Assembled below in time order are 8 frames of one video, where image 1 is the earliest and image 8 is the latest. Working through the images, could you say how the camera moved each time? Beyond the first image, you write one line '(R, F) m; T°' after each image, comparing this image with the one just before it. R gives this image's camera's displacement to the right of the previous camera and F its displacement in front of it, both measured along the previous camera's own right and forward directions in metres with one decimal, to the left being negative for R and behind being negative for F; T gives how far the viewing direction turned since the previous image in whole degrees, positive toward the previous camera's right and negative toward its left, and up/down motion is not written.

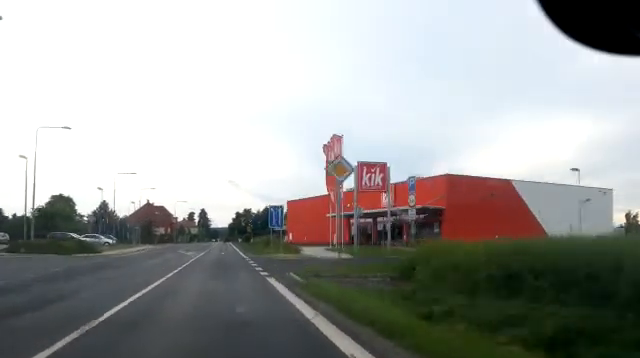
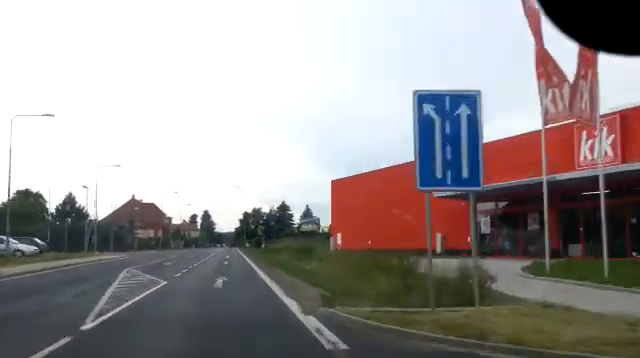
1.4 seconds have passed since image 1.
(-0.1, +27.1) m; +1°
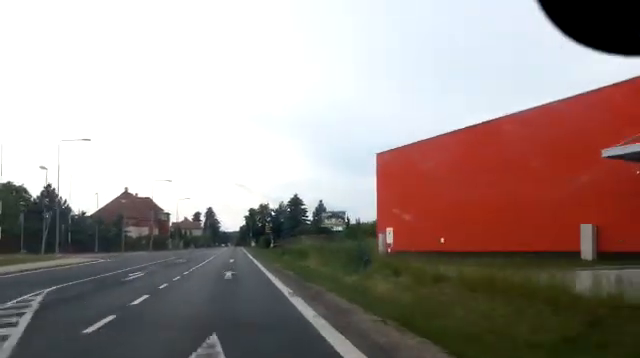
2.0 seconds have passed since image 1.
(+0.1, +11.8) m; 0°
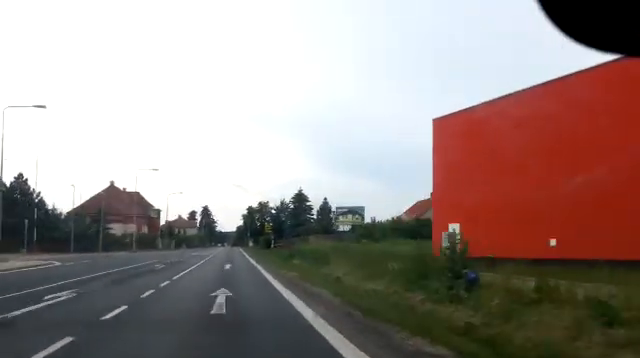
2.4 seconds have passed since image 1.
(0.0, +8.4) m; 0°
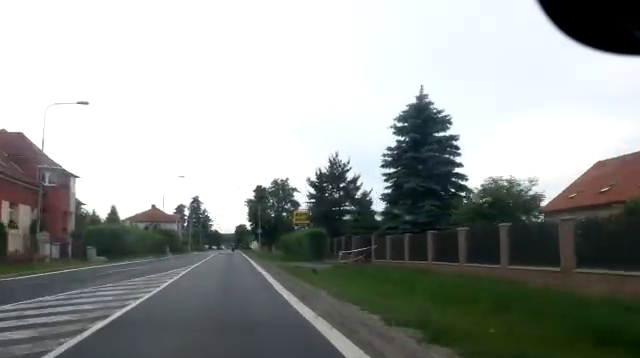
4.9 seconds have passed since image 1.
(+0.2, +47.9) m; 0°
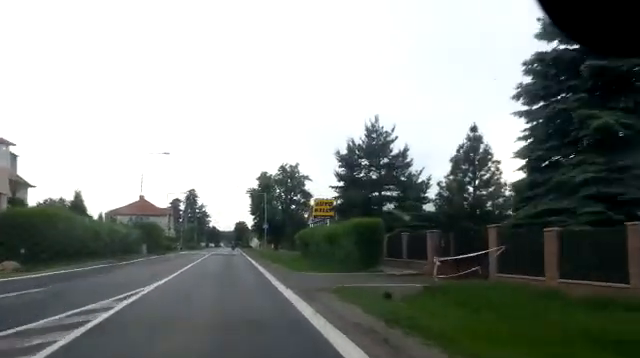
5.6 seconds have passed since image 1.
(-0.1, +12.3) m; -1°
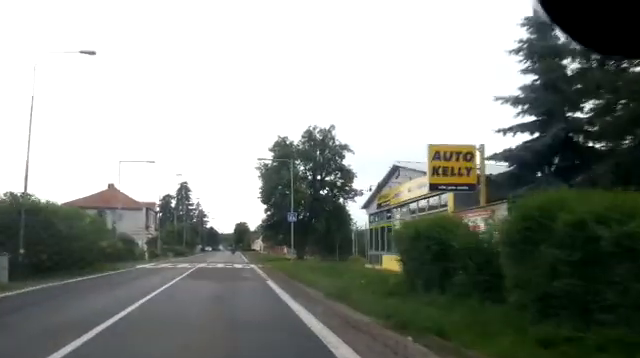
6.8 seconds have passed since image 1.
(-0.1, +22.6) m; 0°
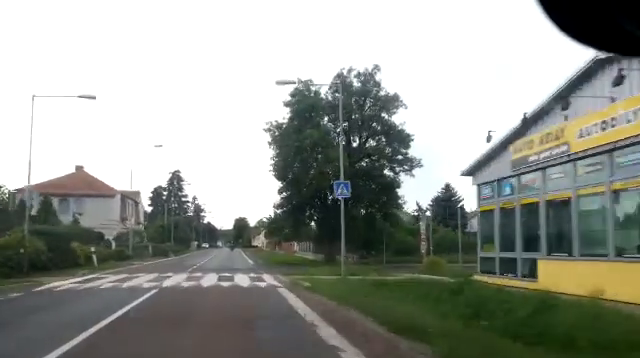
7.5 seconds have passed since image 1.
(0.0, +13.3) m; +1°
